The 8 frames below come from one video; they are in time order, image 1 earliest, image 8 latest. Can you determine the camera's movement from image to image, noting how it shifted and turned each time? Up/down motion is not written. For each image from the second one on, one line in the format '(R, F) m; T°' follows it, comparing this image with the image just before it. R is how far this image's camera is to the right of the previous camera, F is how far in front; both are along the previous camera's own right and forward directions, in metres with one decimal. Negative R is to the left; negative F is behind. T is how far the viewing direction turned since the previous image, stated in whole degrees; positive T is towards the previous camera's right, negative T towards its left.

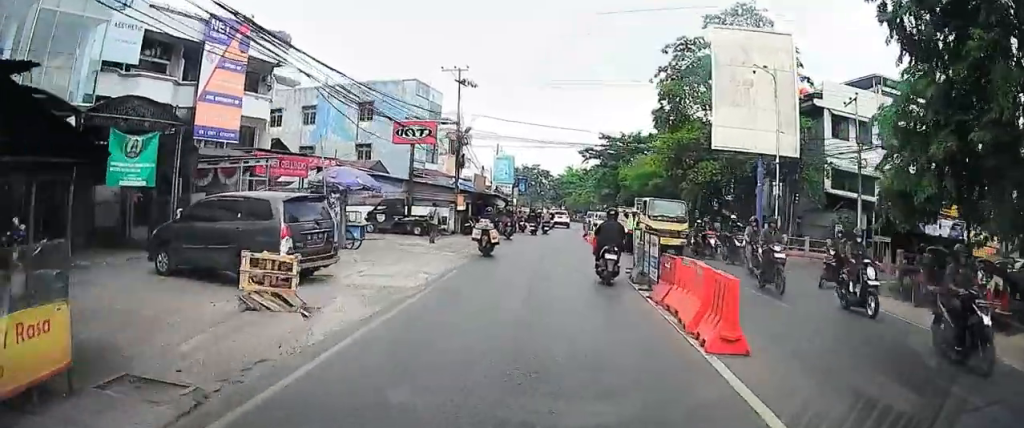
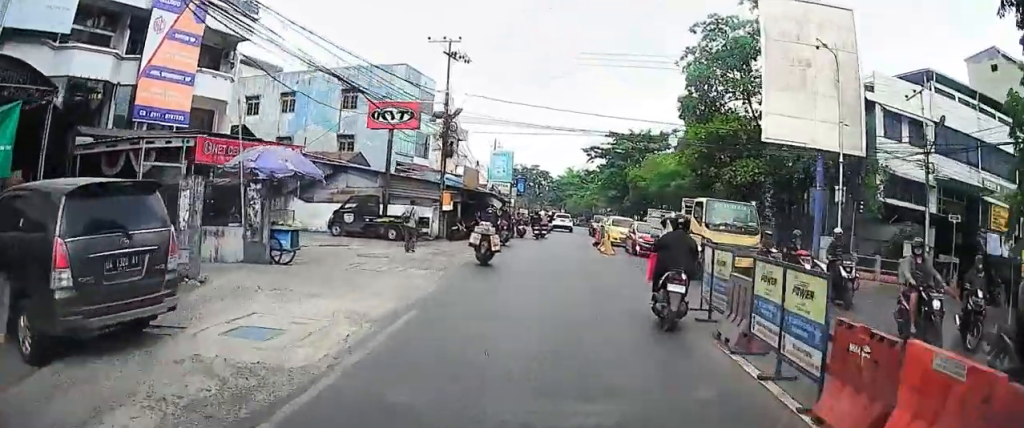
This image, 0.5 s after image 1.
(-0.2, +6.2) m; -1°
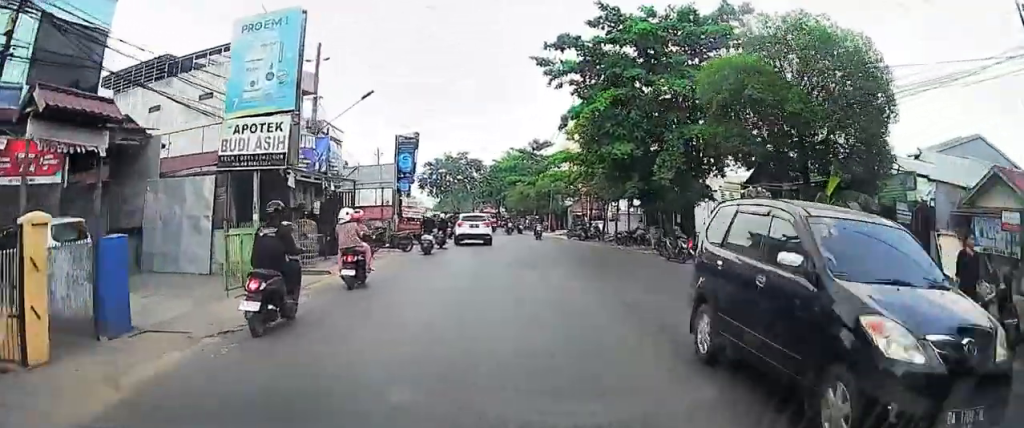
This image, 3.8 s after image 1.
(-0.4, +39.3) m; +1°
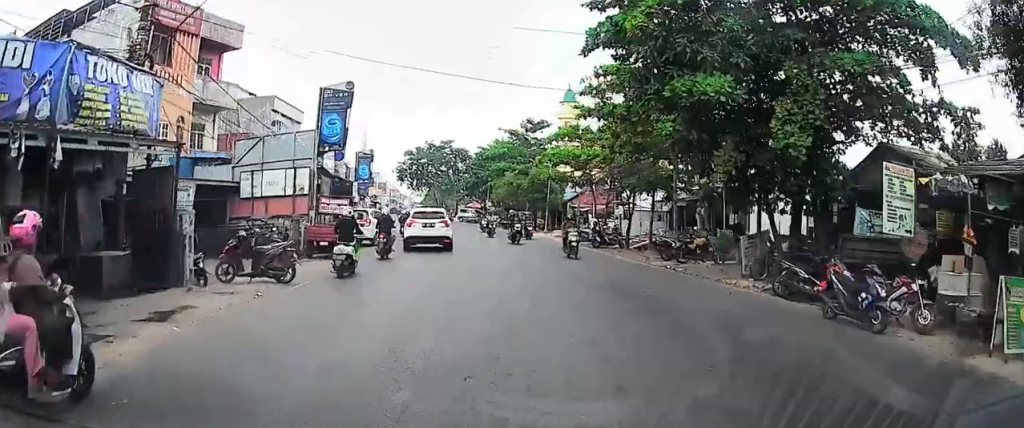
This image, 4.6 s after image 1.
(+0.1, +11.3) m; 0°
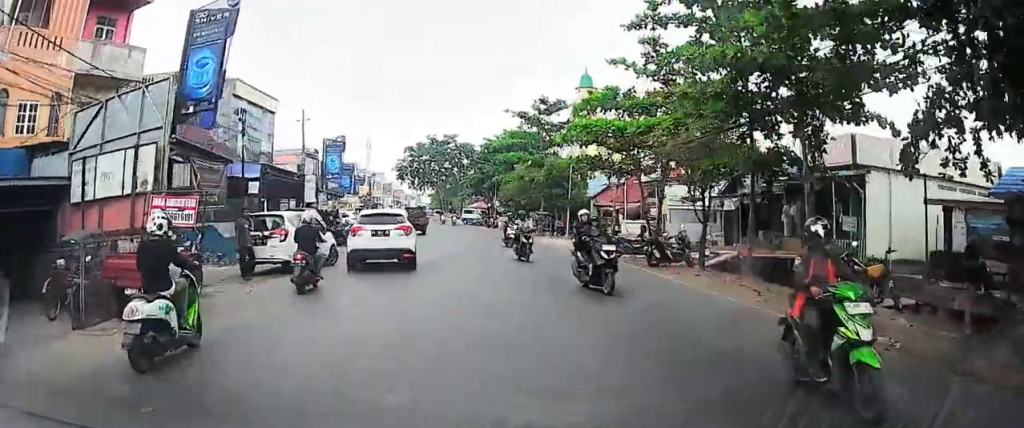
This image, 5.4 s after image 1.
(0.0, +9.9) m; 0°
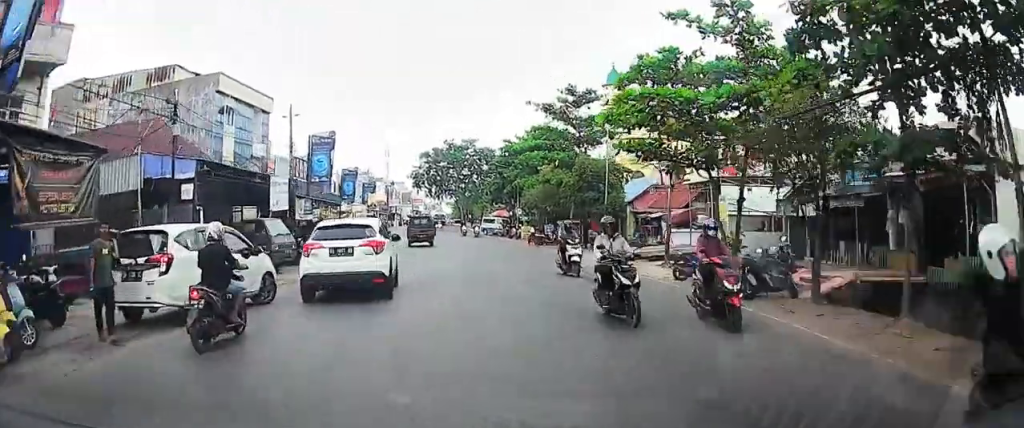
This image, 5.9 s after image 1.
(0.0, +6.2) m; 0°
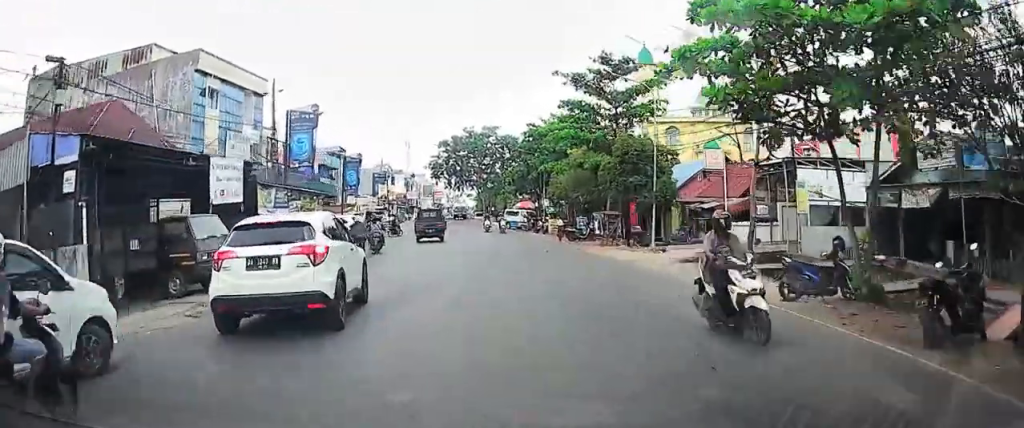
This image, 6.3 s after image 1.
(0.0, +5.9) m; 0°
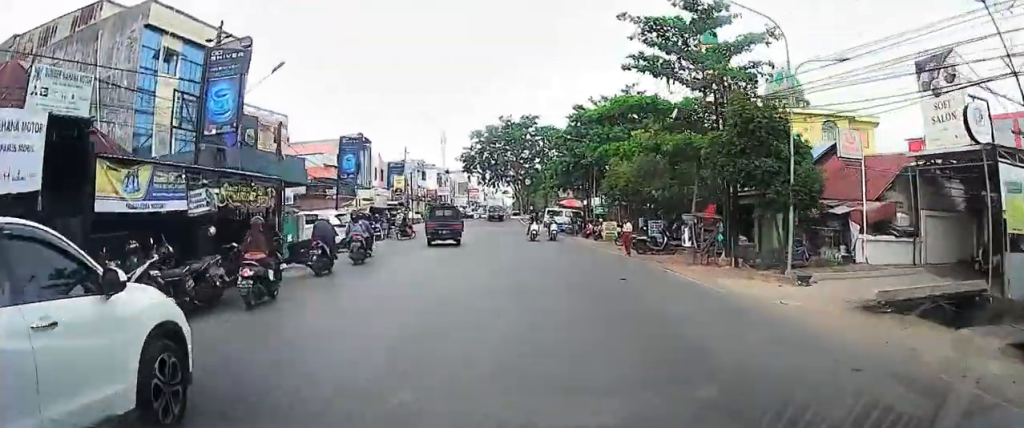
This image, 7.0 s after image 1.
(0.0, +10.5) m; 0°
